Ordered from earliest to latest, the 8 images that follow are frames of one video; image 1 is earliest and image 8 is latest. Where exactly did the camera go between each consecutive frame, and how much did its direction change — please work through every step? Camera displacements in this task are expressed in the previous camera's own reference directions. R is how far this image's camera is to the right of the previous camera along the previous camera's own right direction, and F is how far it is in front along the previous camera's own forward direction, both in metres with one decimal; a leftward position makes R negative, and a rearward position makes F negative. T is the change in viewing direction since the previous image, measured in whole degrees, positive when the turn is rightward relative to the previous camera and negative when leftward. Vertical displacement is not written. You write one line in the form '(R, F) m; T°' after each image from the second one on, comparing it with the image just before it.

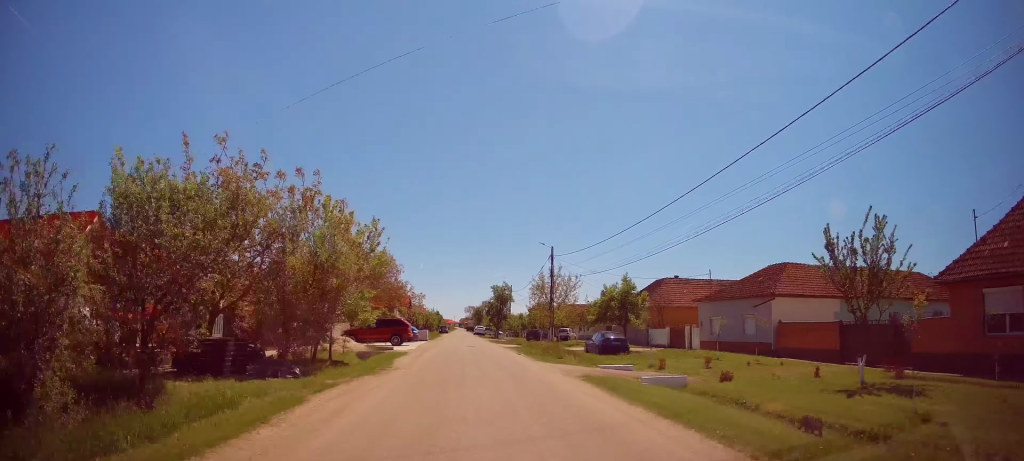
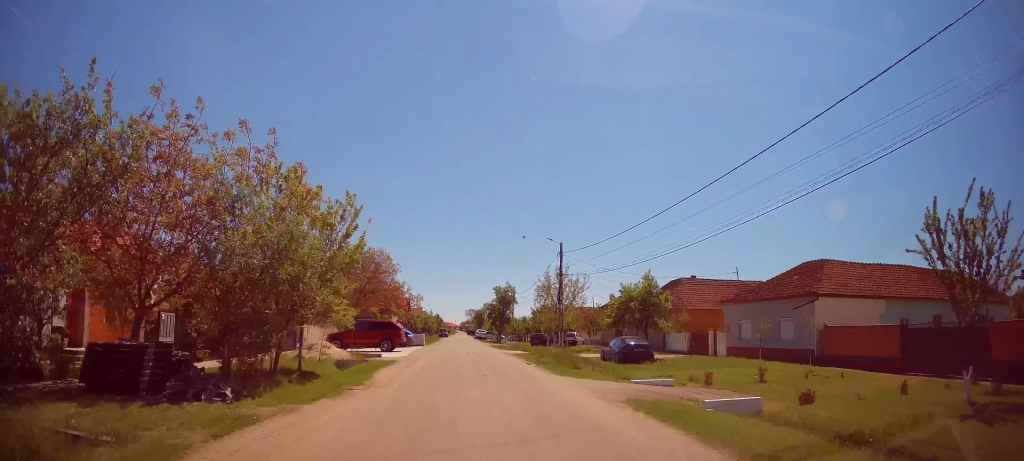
(-0.1, +3.9) m; +1°
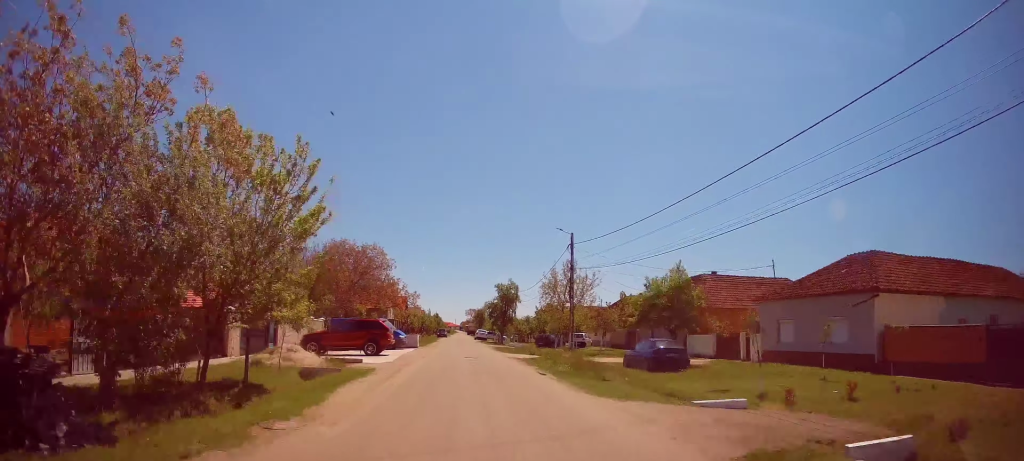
(+0.2, +4.4) m; +1°
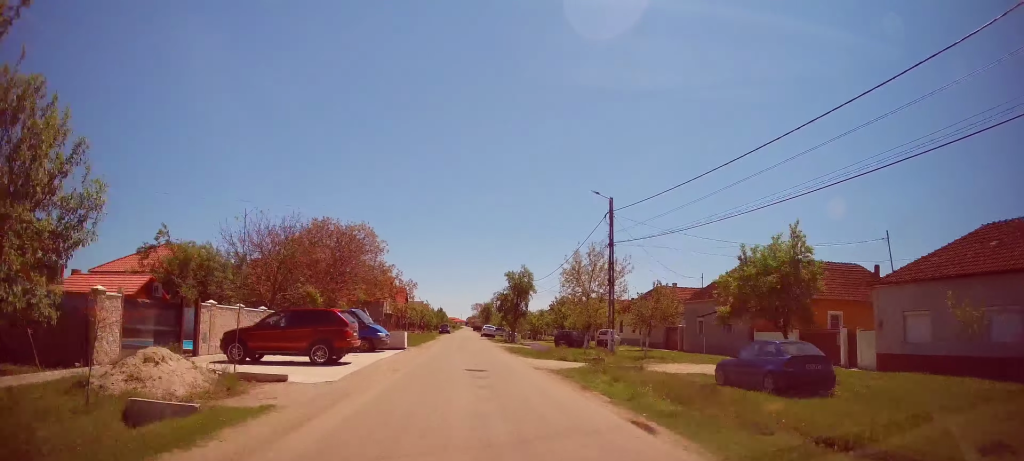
(+0.2, +9.0) m; 0°
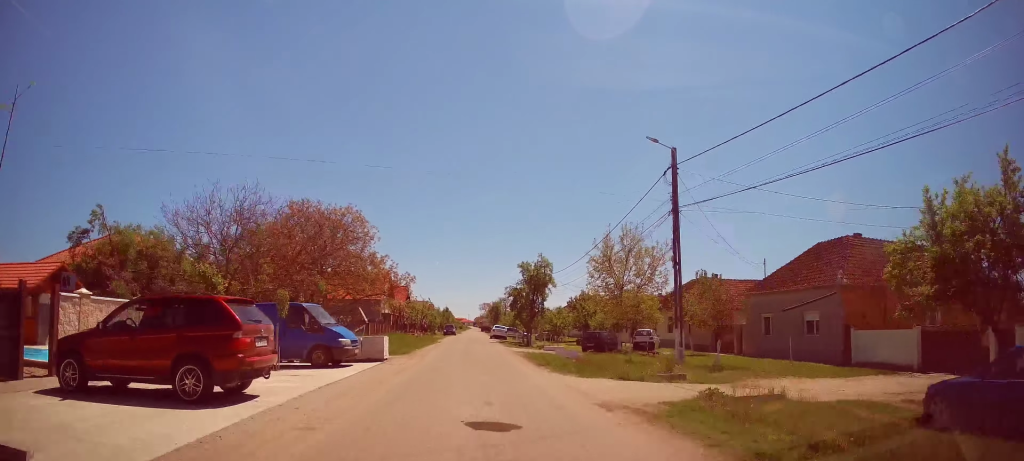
(-0.1, +8.3) m; -2°
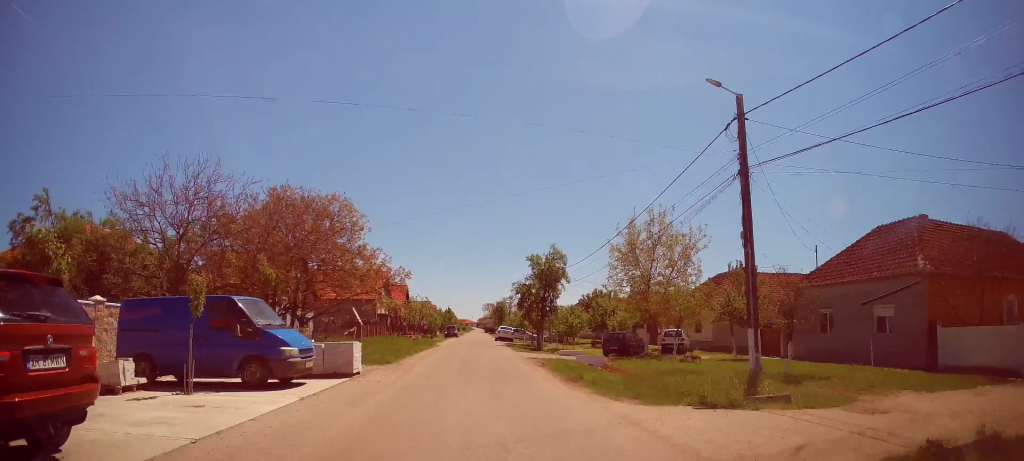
(-0.1, +5.2) m; -2°
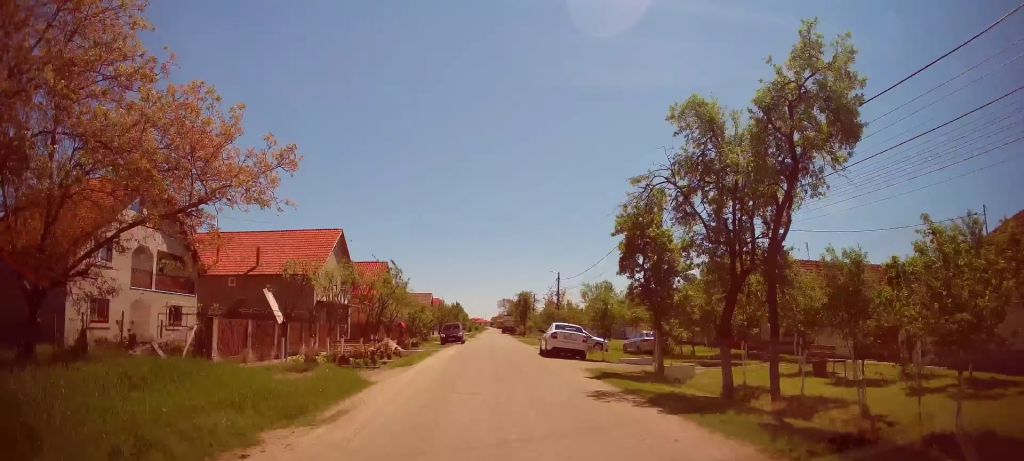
(-0.2, +28.2) m; -1°
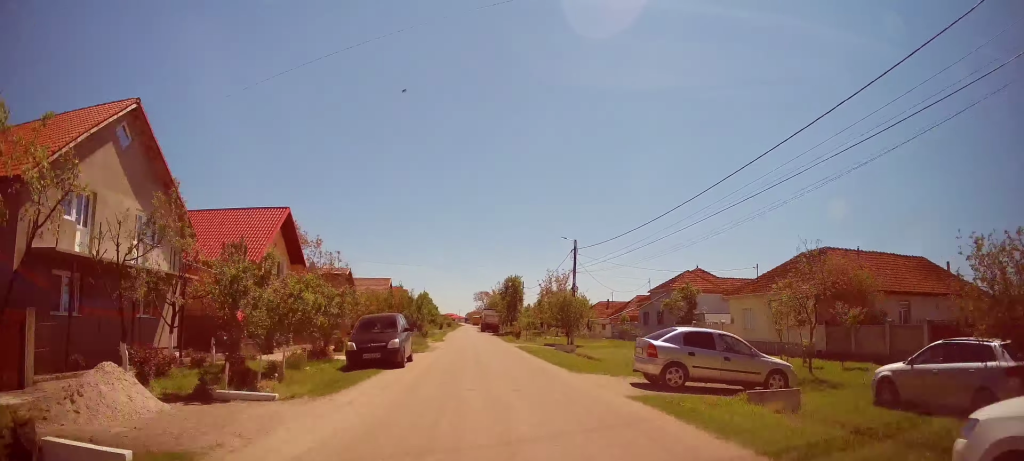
(-0.4, +23.1) m; +2°
